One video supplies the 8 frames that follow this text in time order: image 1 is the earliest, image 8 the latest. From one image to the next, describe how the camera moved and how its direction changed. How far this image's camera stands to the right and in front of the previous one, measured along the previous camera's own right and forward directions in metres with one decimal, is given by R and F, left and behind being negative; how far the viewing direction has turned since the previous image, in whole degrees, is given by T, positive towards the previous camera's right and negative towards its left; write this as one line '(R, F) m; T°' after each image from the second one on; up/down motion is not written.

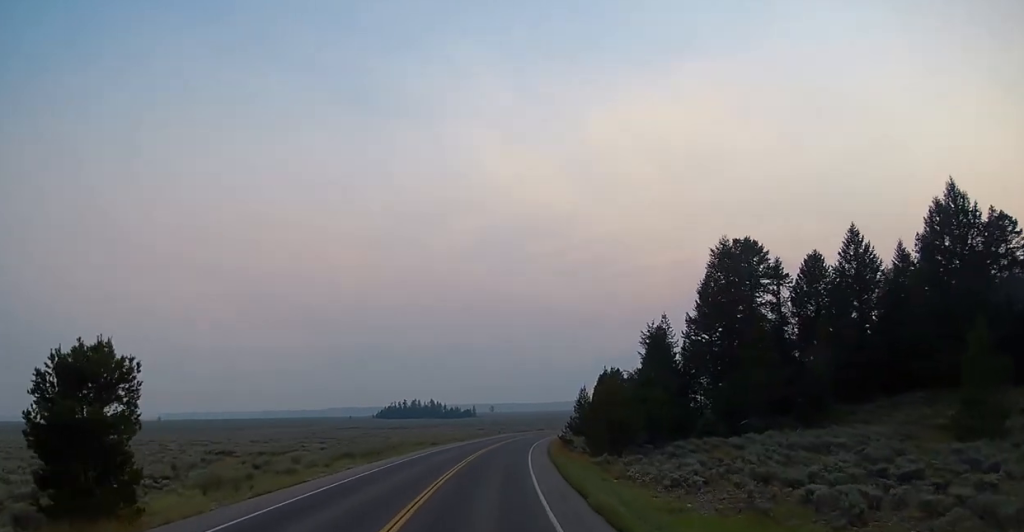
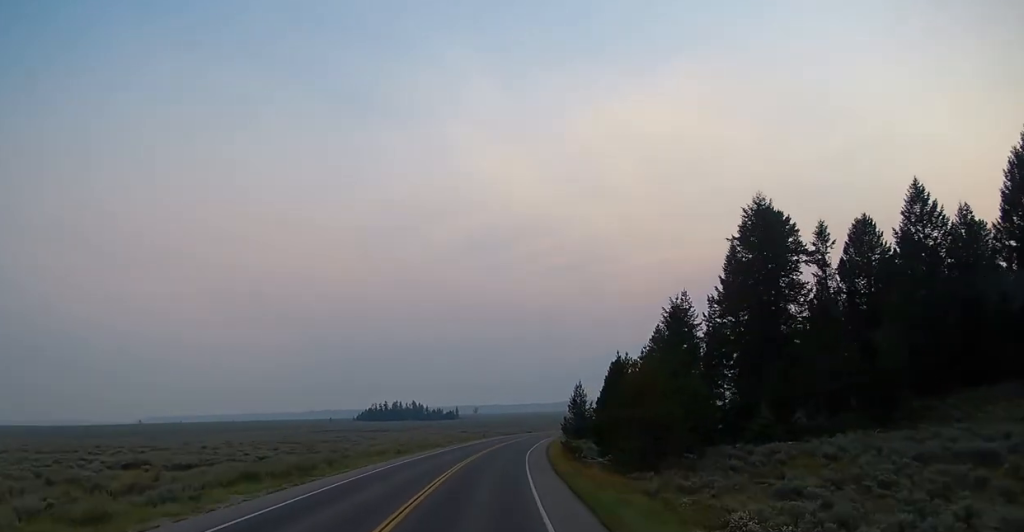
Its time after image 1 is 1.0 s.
(+0.1, +14.7) m; 0°
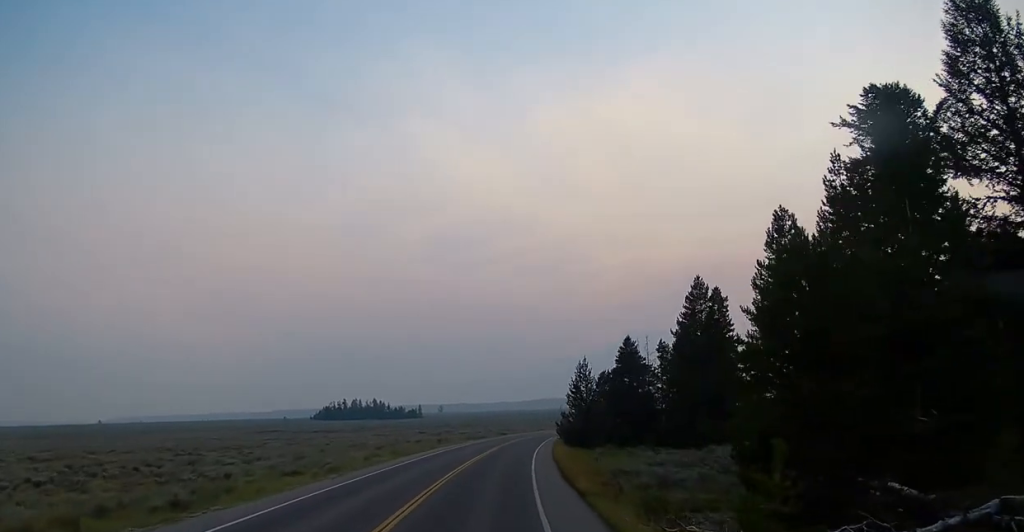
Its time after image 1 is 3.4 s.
(+0.3, +33.2) m; +2°
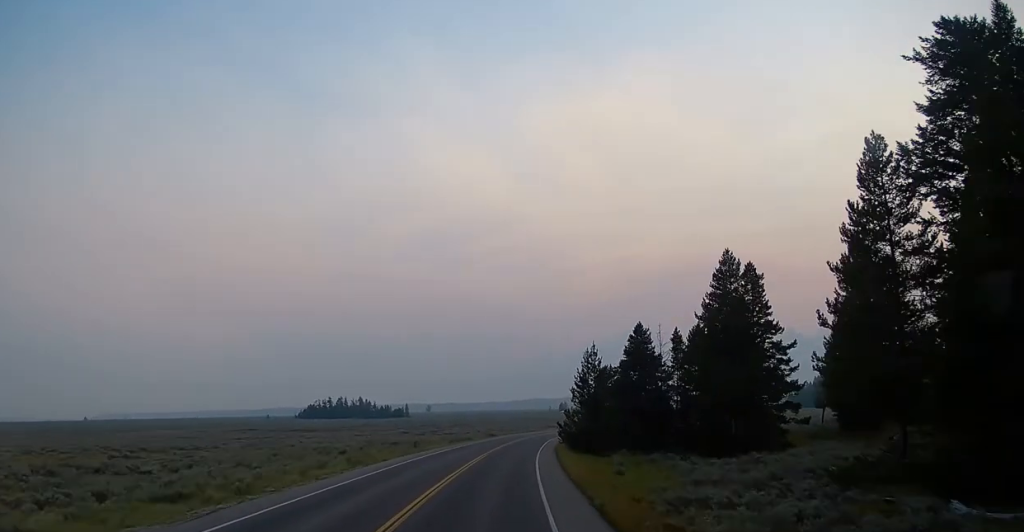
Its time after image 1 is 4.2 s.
(0.0, +11.6) m; +2°
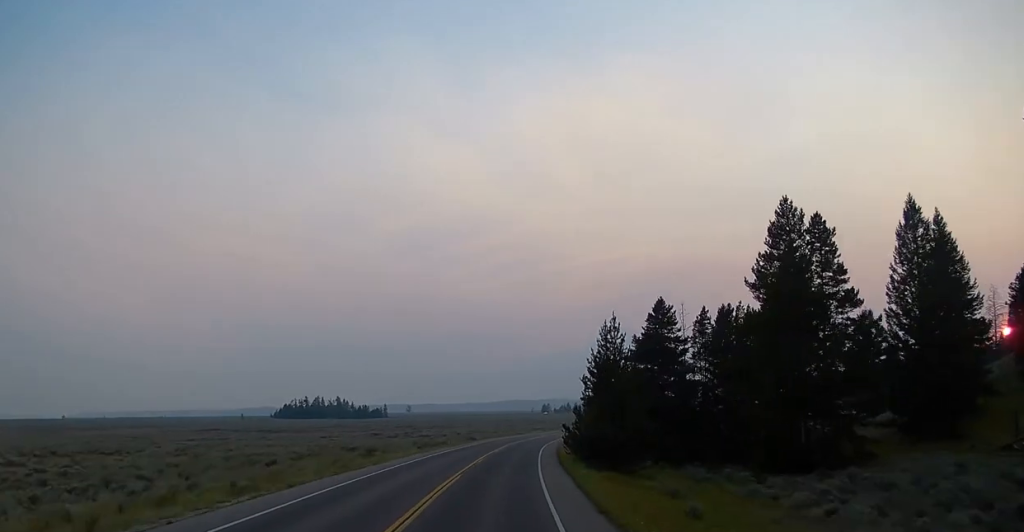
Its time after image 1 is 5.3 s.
(+0.4, +16.4) m; +2°
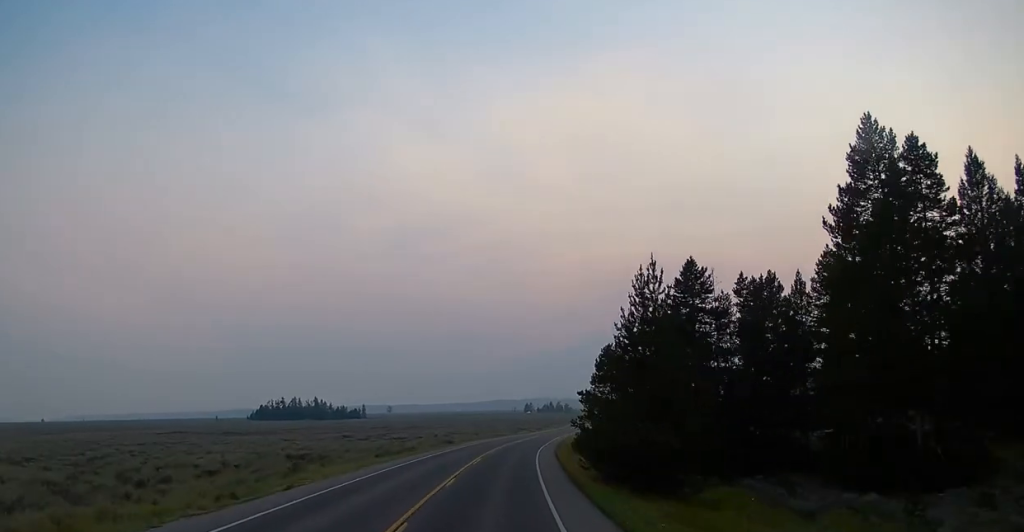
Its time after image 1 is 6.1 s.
(+0.1, +13.2) m; +1°
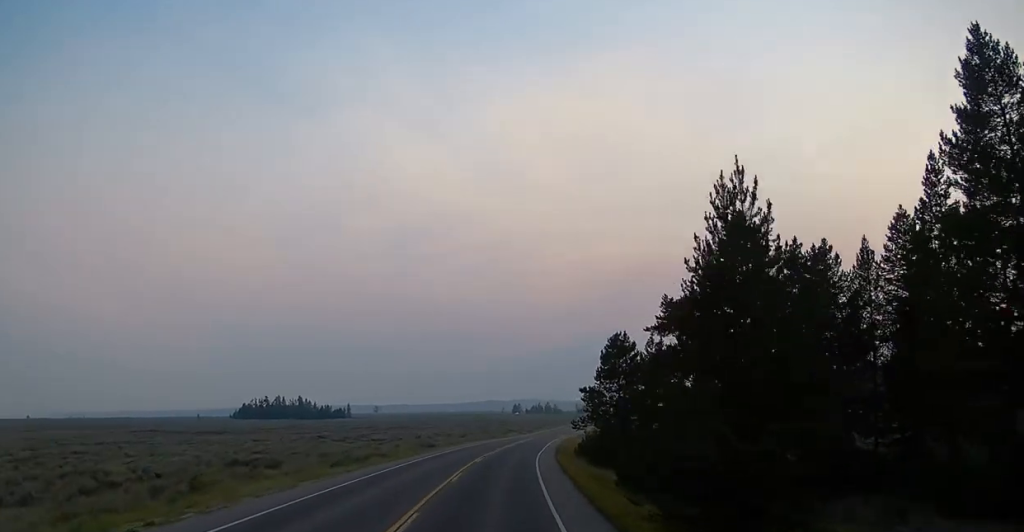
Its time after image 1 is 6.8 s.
(+0.1, +10.0) m; +1°
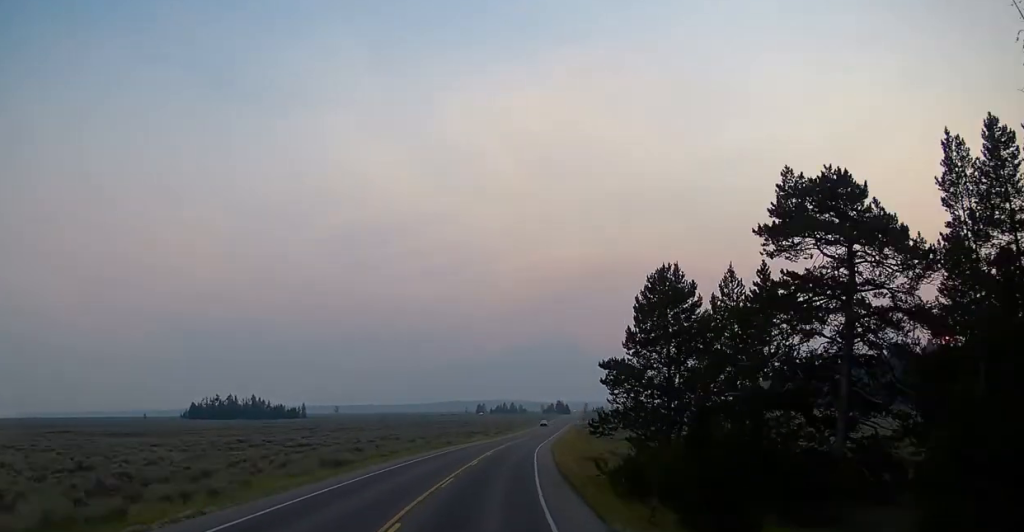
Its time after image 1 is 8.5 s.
(+1.0, +25.3) m; +4°
